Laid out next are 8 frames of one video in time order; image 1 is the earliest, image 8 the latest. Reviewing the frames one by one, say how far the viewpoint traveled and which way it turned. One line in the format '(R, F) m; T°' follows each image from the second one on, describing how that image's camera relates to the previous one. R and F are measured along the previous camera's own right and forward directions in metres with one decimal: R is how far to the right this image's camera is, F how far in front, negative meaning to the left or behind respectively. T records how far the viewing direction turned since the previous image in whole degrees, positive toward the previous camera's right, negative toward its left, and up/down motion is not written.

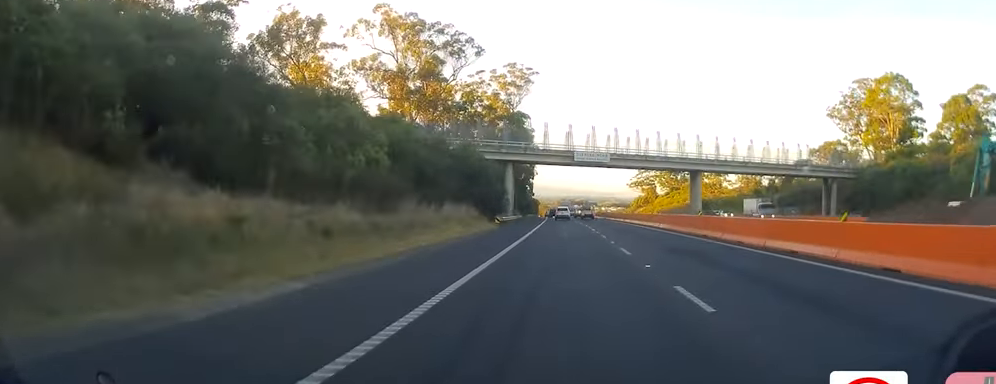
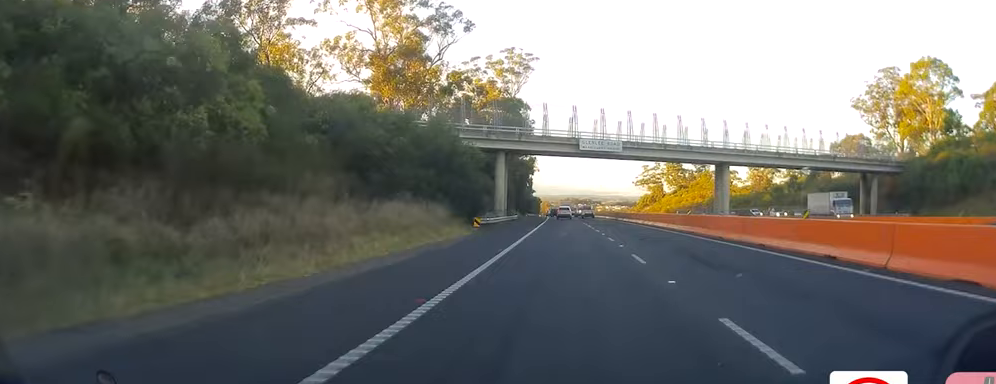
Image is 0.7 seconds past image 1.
(0.0, +14.7) m; -1°
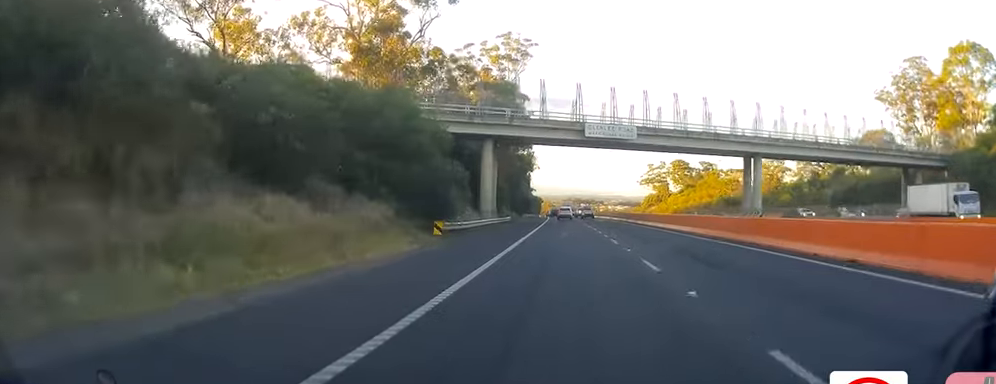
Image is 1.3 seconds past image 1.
(+0.1, +13.3) m; -1°
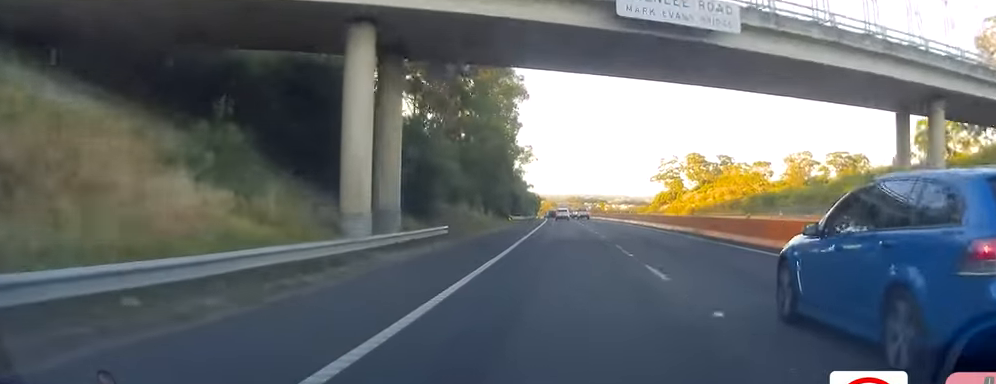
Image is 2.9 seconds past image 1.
(-0.3, +35.7) m; +1°
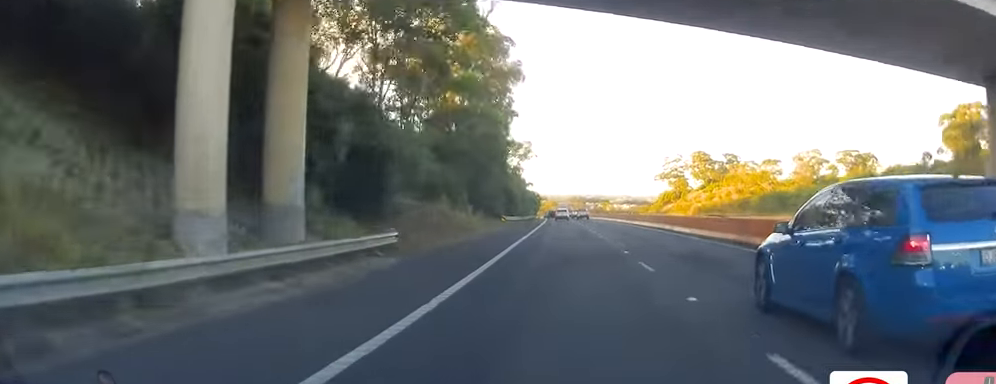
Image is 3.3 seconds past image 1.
(+0.1, +9.7) m; +1°
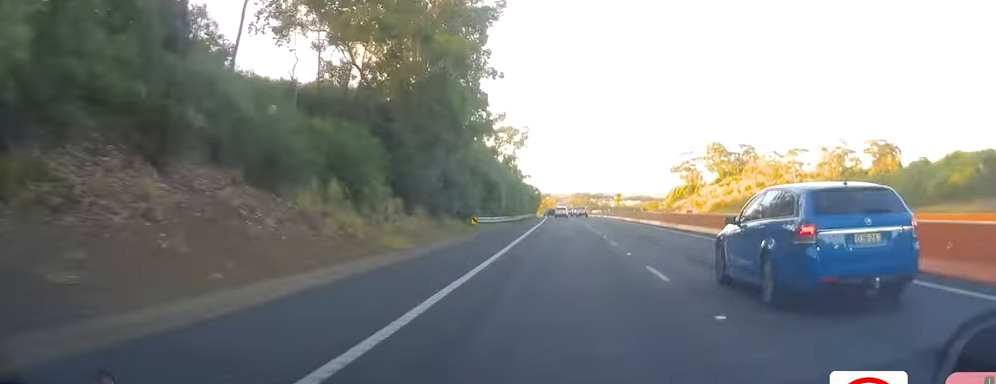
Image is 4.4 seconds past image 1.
(0.0, +24.5) m; -1°
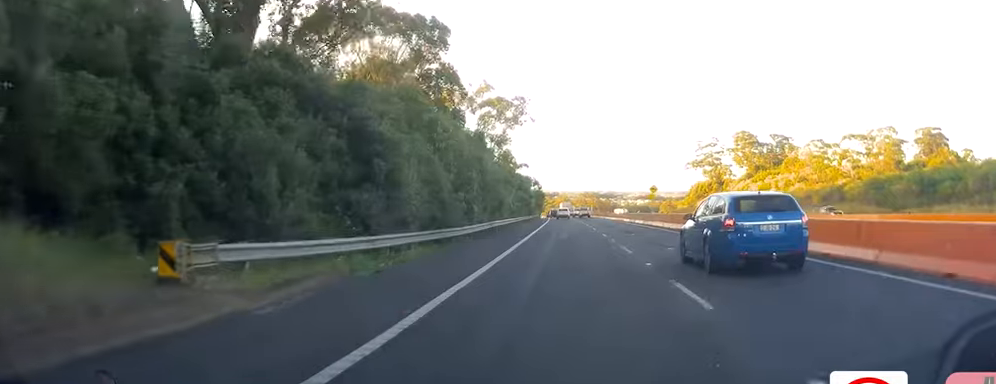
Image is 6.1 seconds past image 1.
(-1.2, +37.1) m; -3°
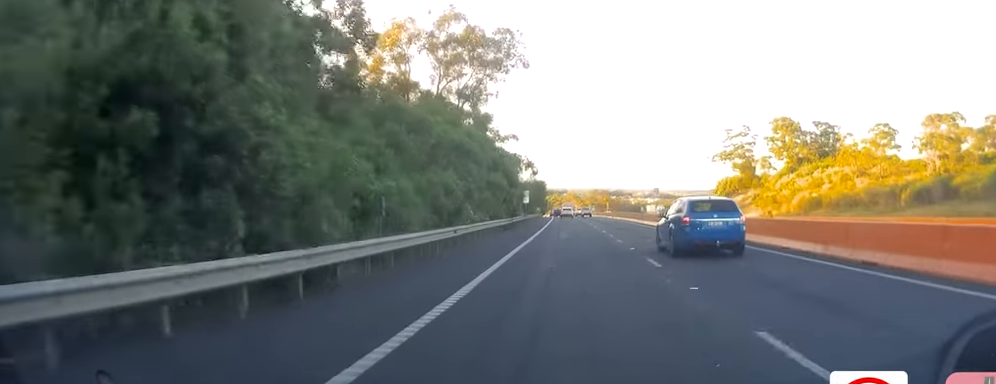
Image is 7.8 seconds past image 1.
(+0.4, +38.3) m; +1°
